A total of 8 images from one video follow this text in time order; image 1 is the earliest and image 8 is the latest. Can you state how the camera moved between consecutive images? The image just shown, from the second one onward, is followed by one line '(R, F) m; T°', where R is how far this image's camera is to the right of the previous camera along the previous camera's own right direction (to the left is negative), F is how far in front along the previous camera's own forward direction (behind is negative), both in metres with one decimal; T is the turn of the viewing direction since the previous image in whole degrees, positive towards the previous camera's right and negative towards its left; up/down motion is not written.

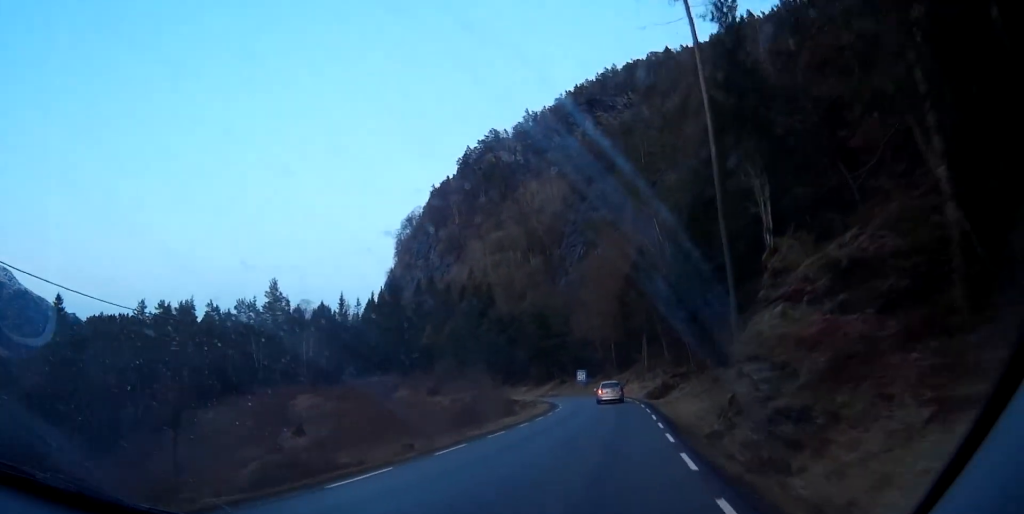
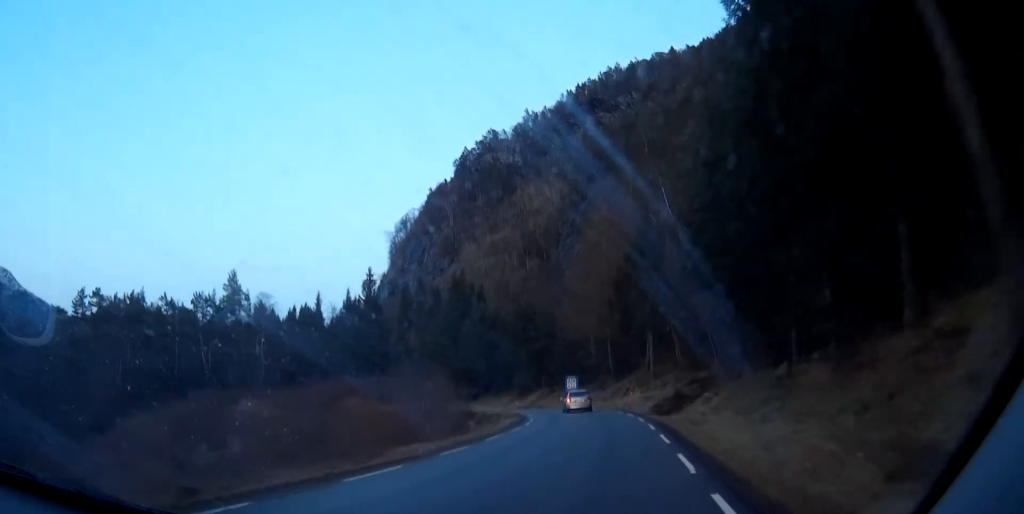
(0.0, +17.1) m; -1°
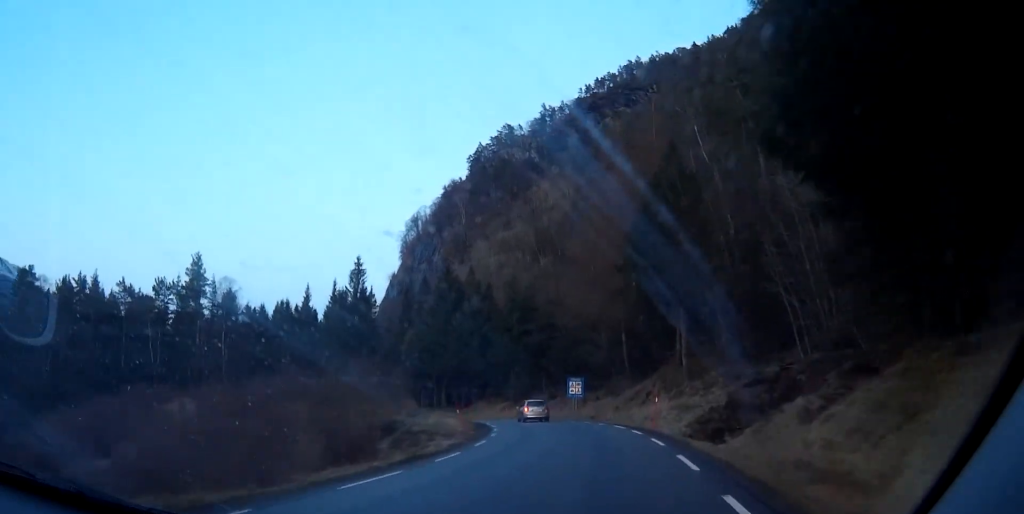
(-0.2, +18.1) m; -3°
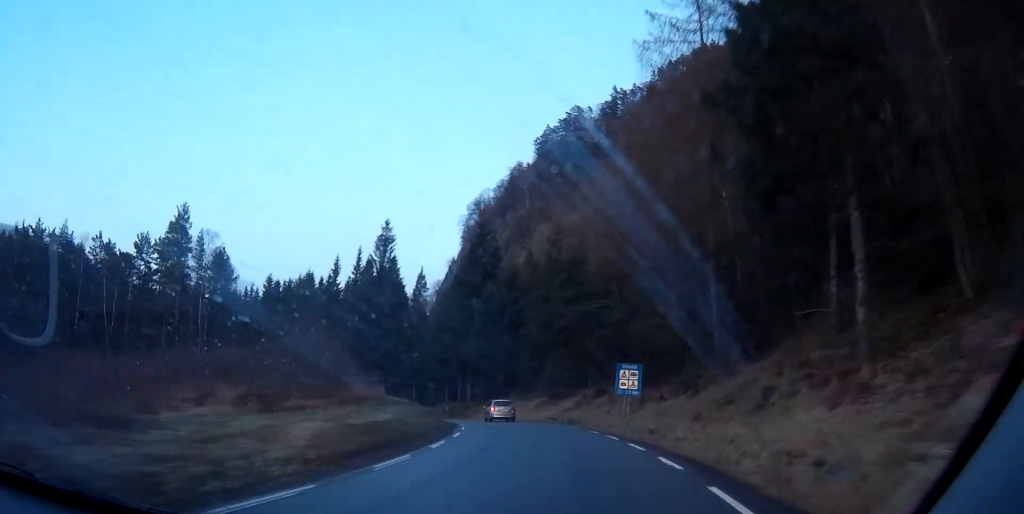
(-0.9, +22.7) m; -5°
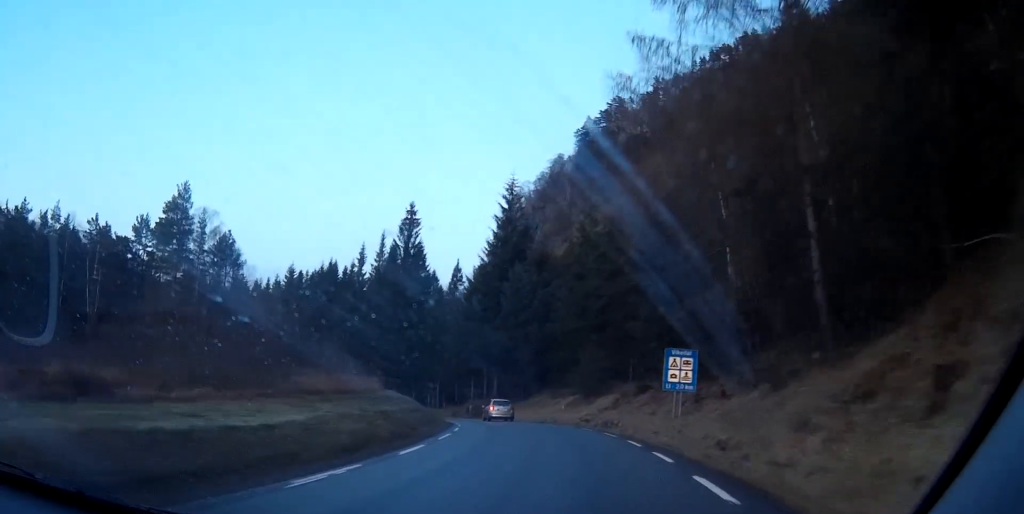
(0.0, +10.0) m; -2°
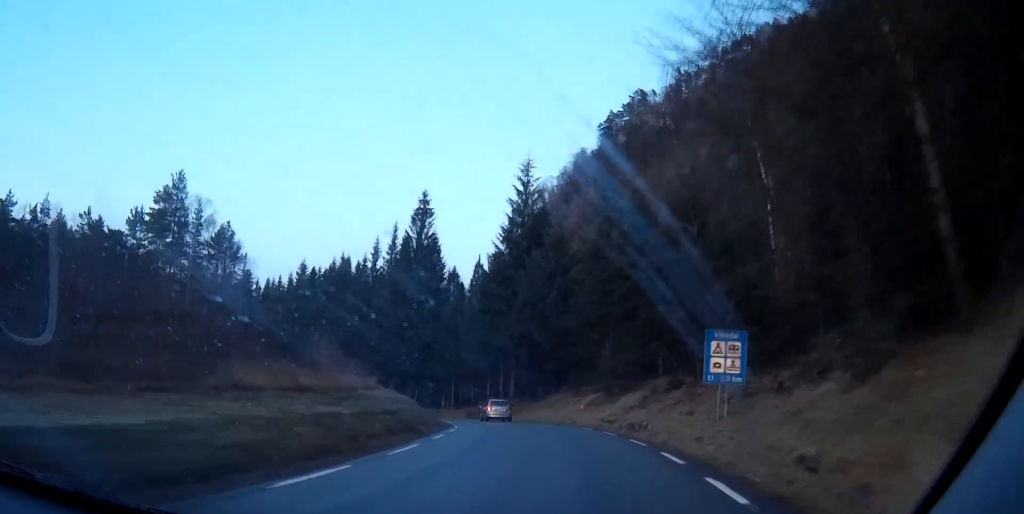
(-0.3, +6.6) m; -2°
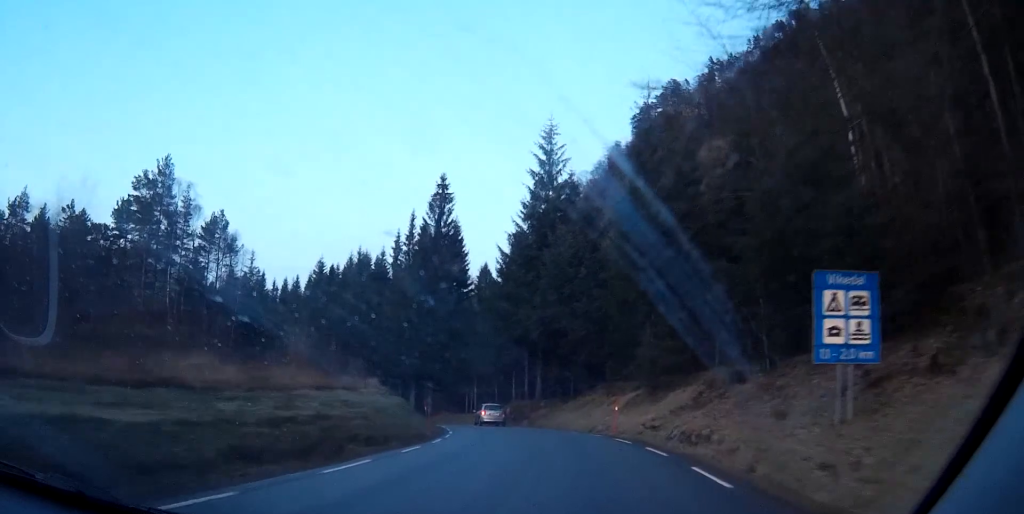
(-0.2, +10.2) m; -3°
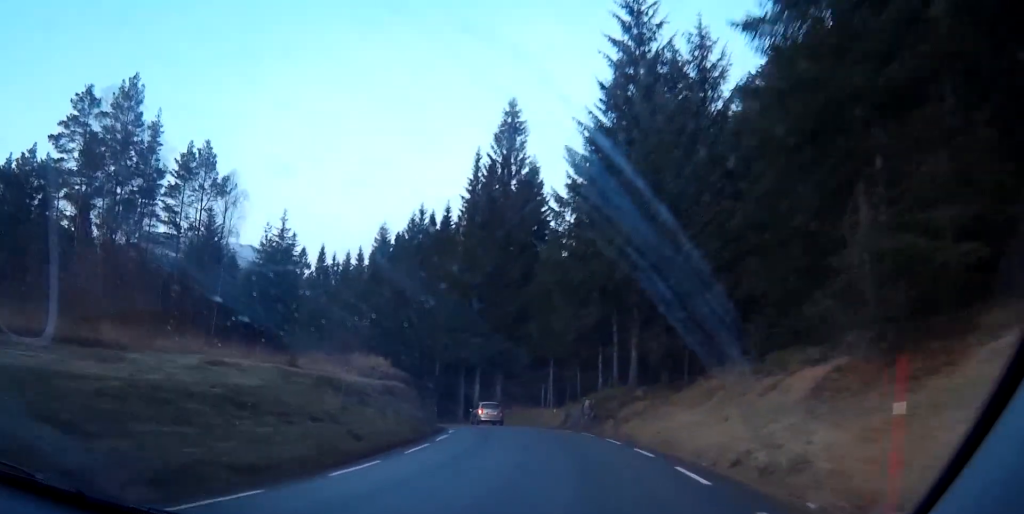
(-1.5, +23.7) m; -8°
